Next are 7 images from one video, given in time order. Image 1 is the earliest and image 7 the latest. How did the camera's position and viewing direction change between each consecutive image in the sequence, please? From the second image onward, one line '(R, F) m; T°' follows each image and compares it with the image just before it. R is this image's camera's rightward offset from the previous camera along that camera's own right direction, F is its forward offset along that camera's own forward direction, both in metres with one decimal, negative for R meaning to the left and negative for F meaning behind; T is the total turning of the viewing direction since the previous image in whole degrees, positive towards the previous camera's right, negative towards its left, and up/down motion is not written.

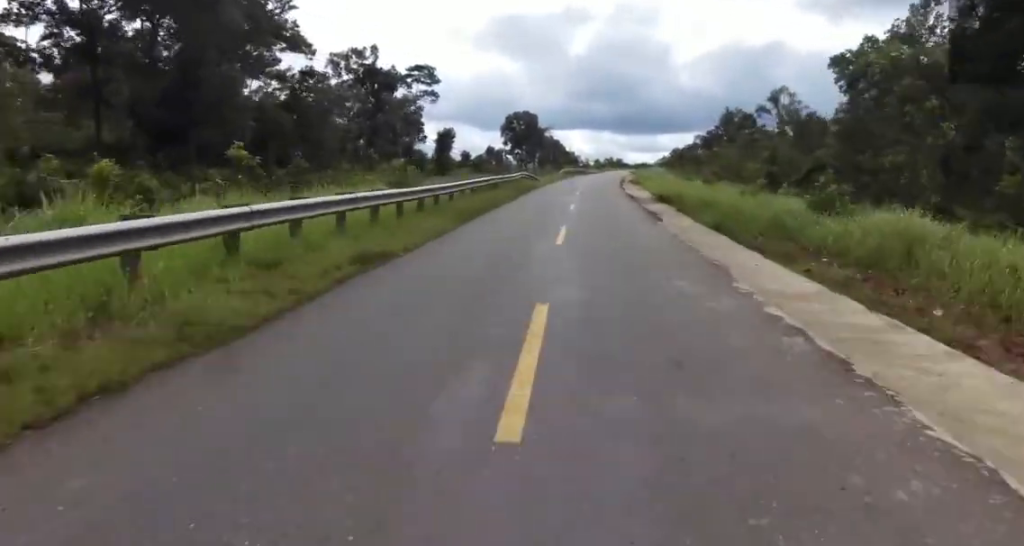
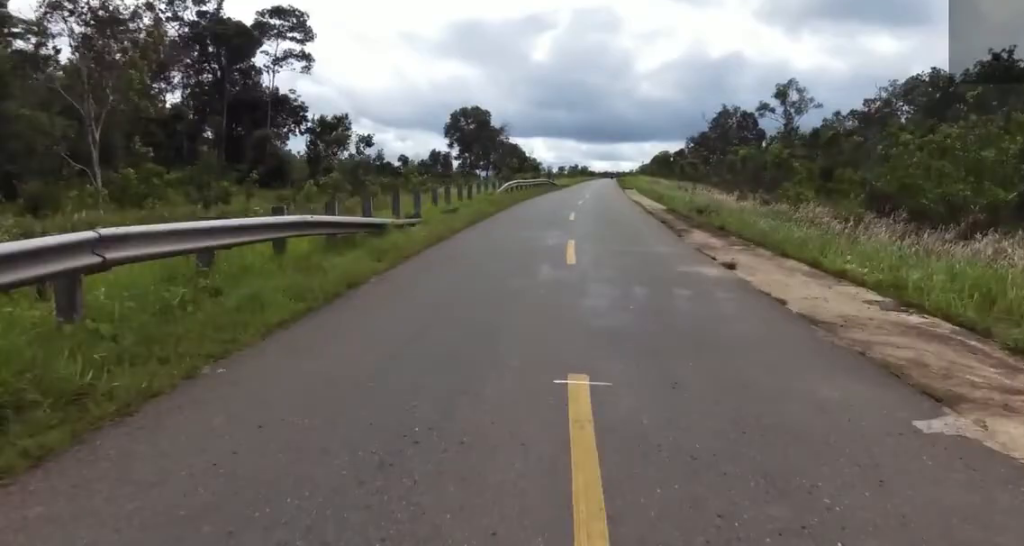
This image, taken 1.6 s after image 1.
(+0.6, +36.9) m; +4°
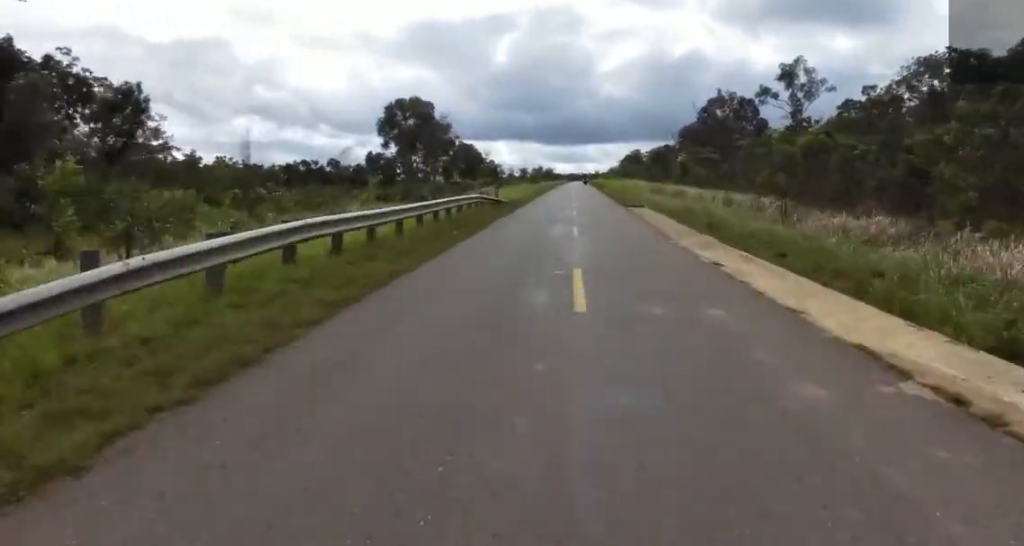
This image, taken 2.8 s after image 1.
(+1.2, +27.7) m; +3°
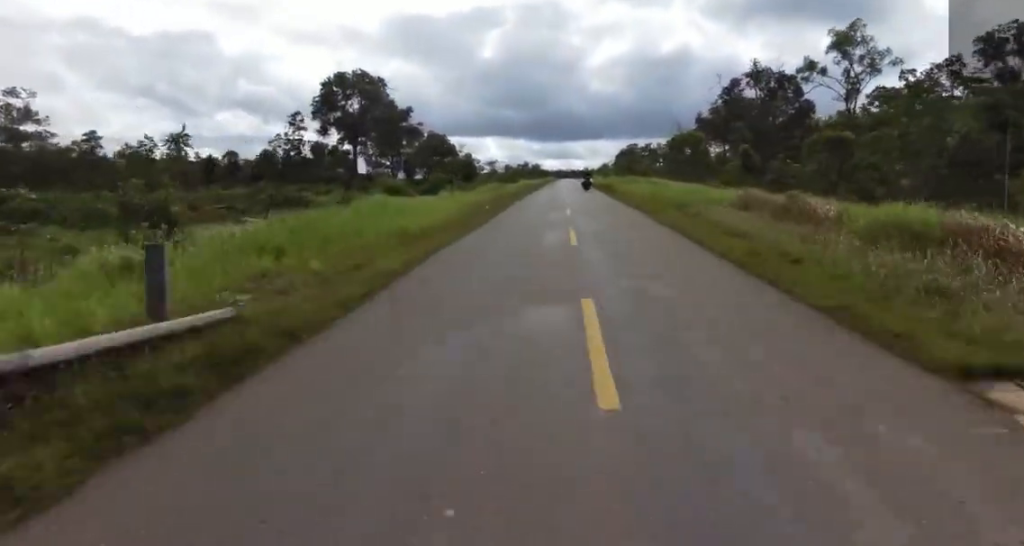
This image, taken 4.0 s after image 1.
(0.0, +28.9) m; 0°
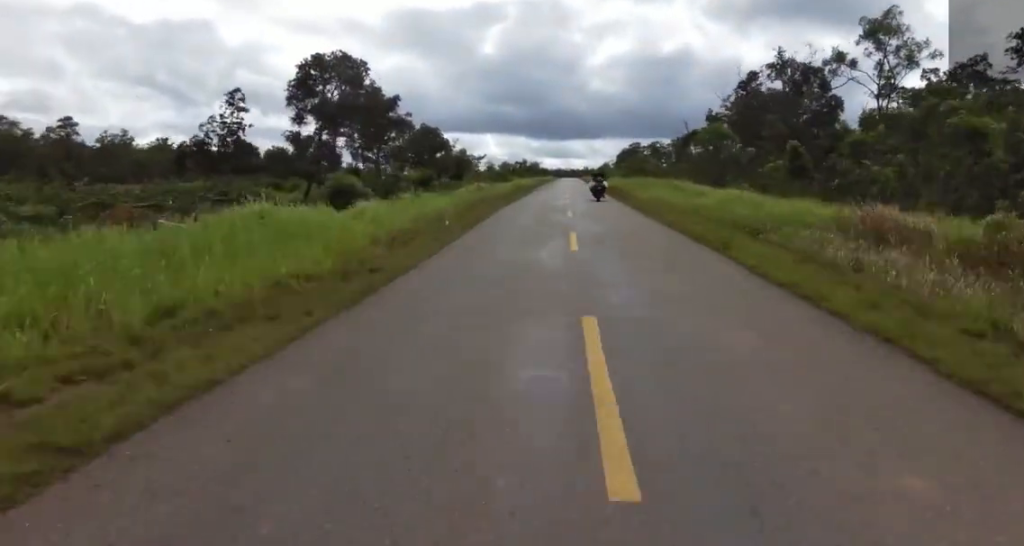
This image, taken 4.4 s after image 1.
(-0.1, +9.7) m; 0°
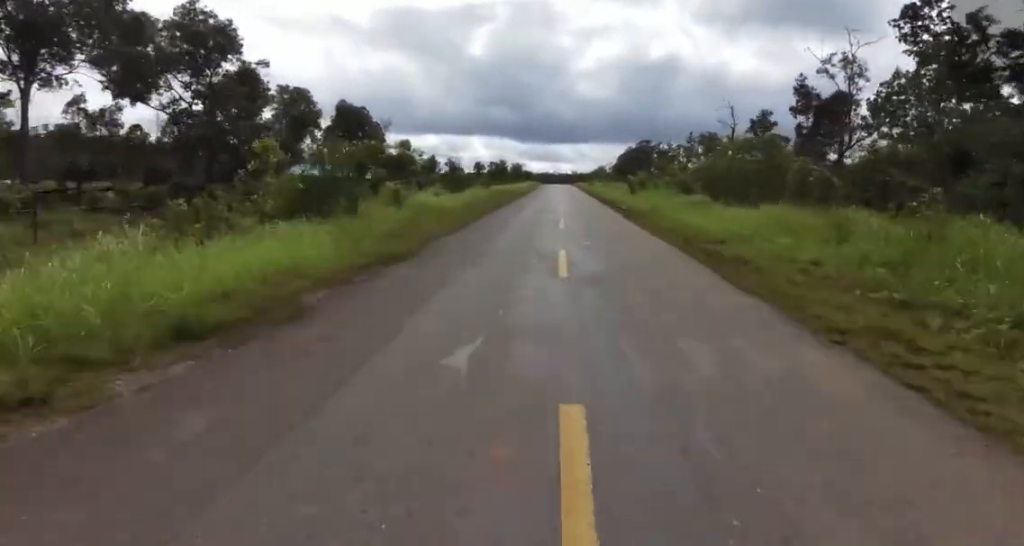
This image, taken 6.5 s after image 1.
(-0.1, +51.5) m; -1°
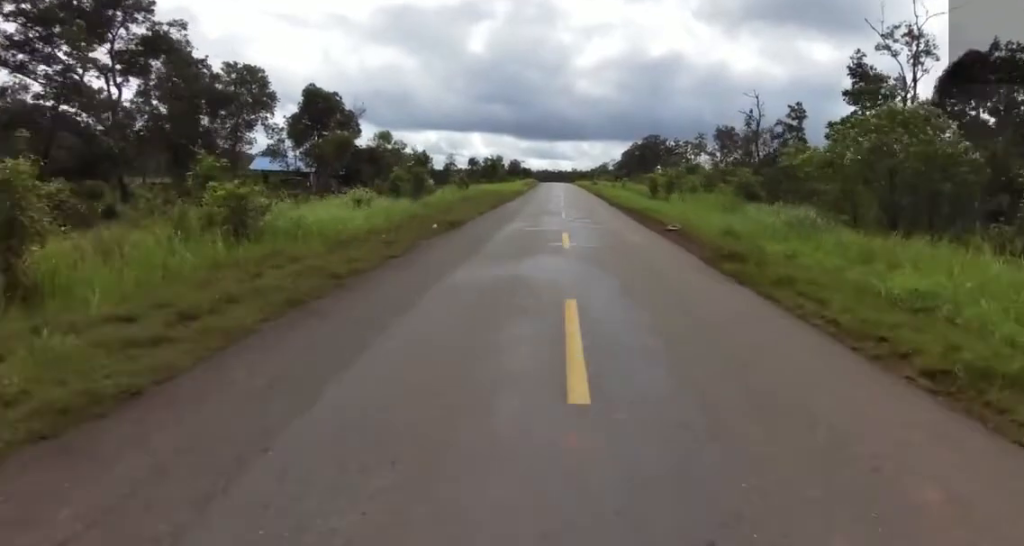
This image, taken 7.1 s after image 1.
(0.0, +14.8) m; +1°
